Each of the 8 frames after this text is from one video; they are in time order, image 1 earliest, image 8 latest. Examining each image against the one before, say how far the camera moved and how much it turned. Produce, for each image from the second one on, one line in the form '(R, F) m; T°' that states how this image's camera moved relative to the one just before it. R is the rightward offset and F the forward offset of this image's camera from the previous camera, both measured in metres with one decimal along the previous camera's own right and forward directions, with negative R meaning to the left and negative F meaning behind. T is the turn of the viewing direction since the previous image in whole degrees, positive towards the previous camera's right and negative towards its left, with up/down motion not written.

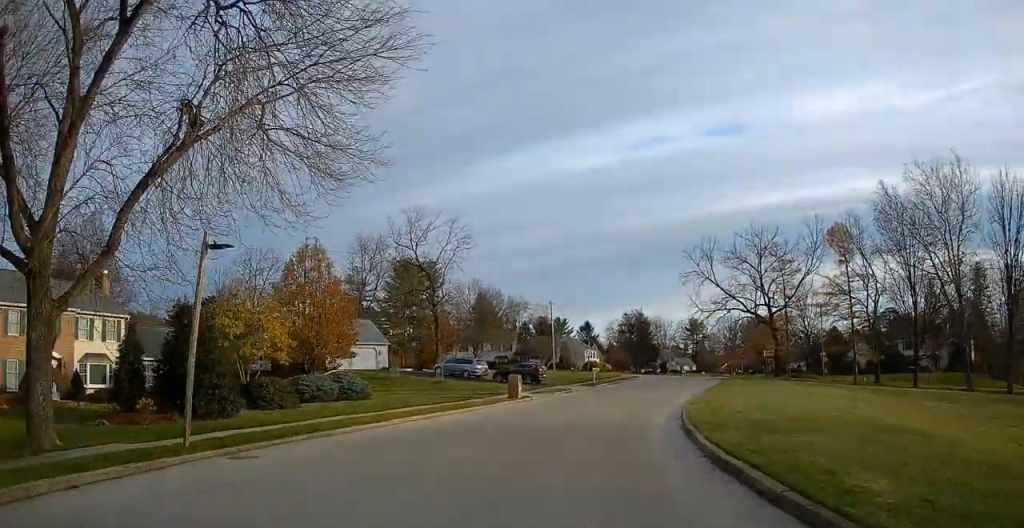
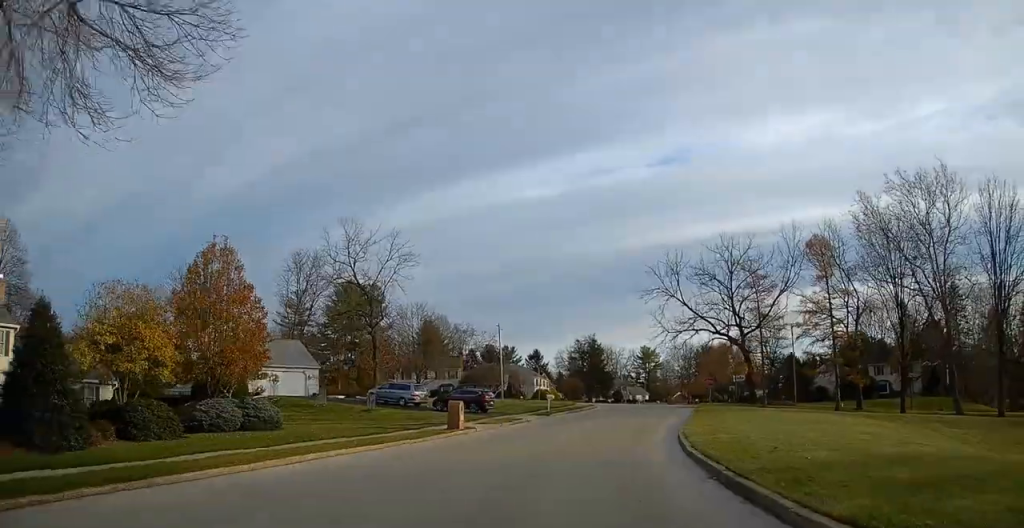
(+0.7, +6.1) m; +3°
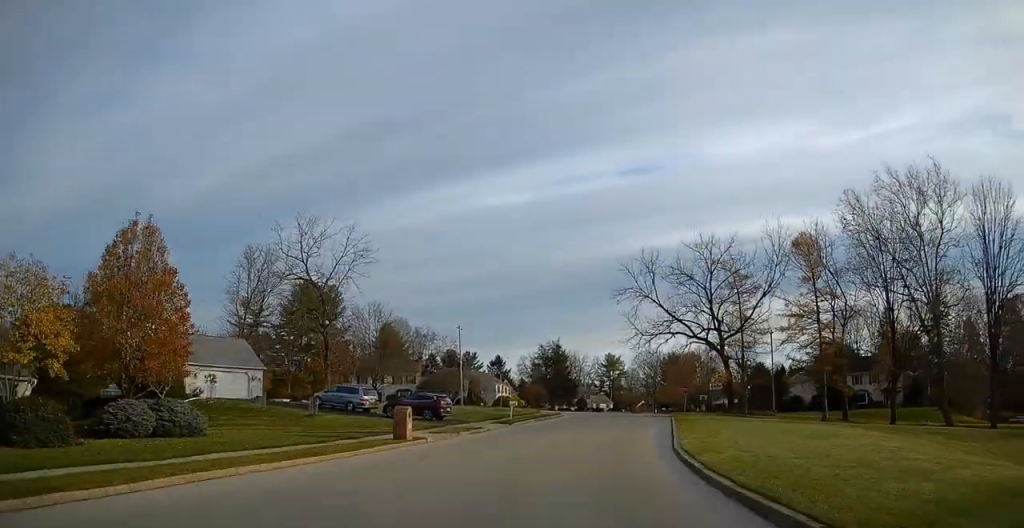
(+1.4, +4.0) m; -1°
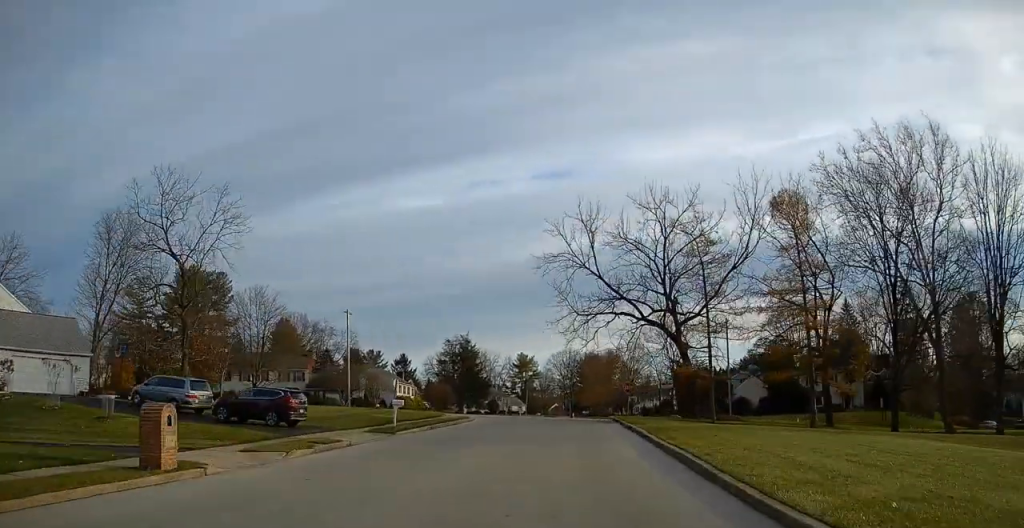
(-2.5, +13.2) m; -6°
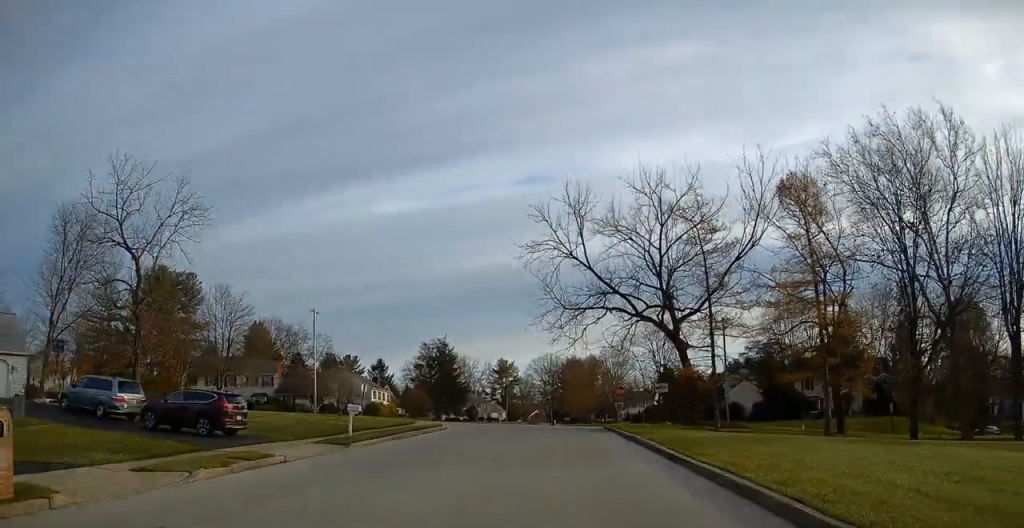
(+0.2, +4.8) m; +3°
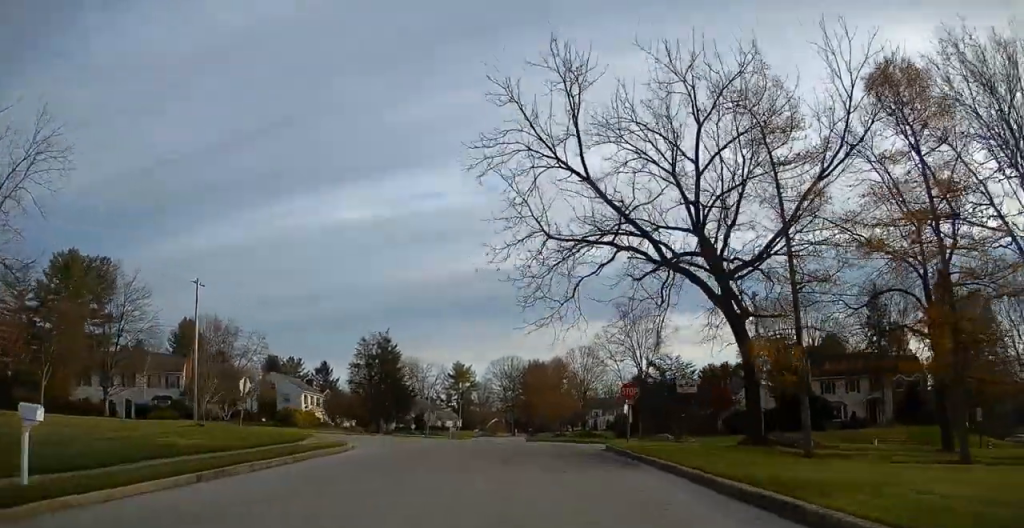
(+3.0, +16.4) m; +13°
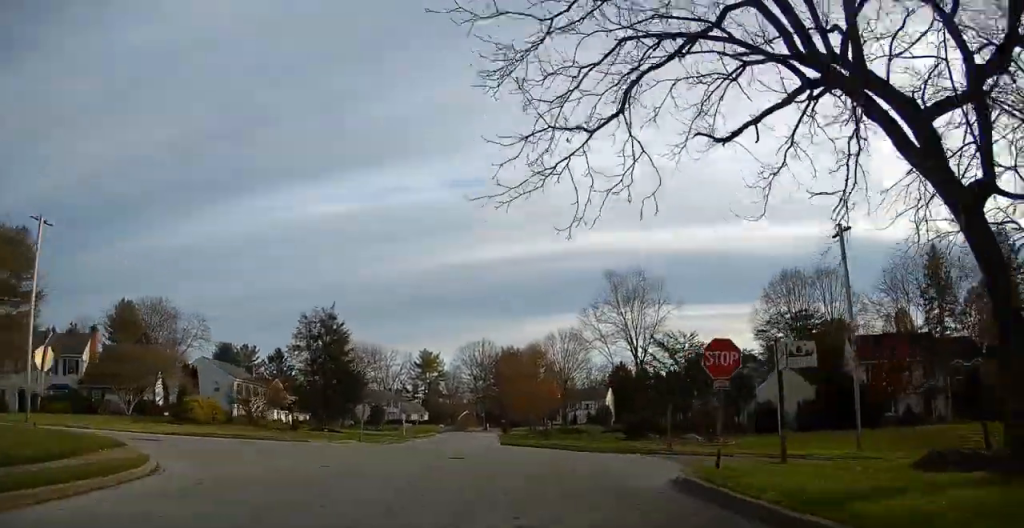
(+0.9, +16.2) m; +6°
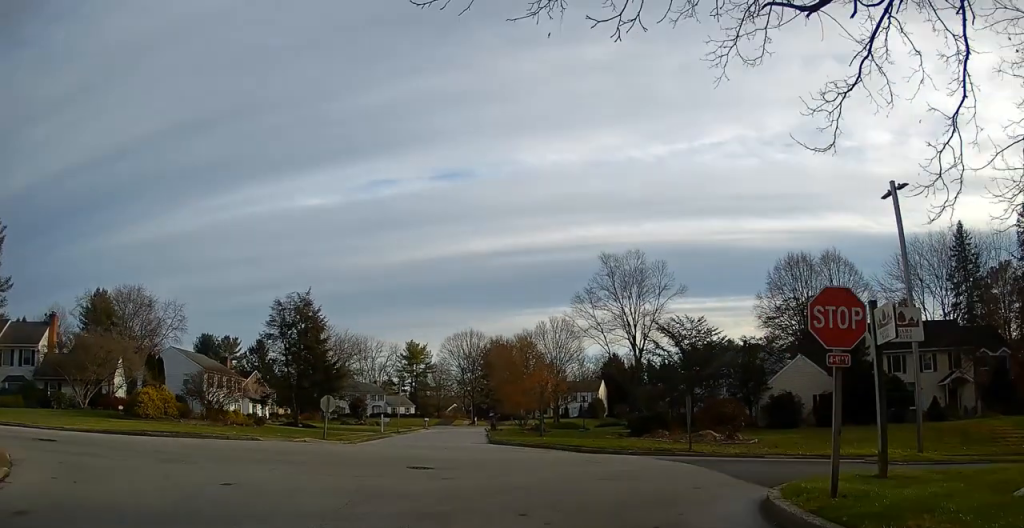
(+0.3, +6.7) m; +1°
